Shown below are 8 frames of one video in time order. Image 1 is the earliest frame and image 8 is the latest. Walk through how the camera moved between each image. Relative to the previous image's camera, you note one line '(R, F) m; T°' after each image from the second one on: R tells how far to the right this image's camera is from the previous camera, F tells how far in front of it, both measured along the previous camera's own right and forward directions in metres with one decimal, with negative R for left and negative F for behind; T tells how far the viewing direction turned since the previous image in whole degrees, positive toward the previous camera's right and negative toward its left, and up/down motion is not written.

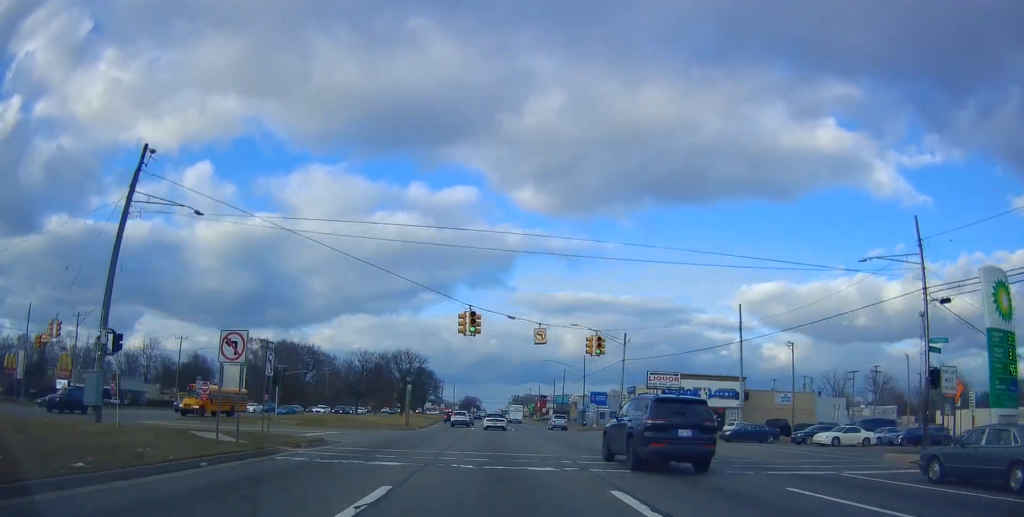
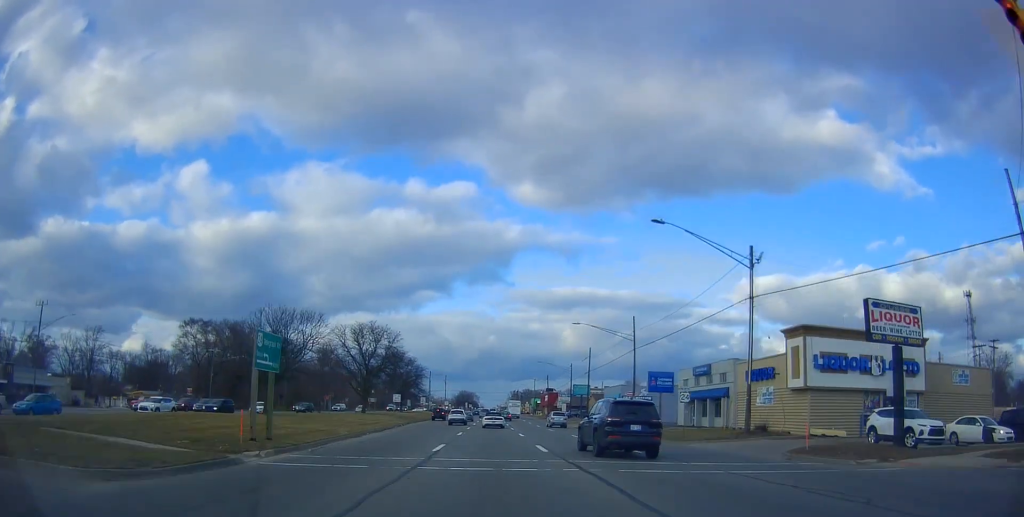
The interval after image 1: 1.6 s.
(0.0, +32.6) m; +1°
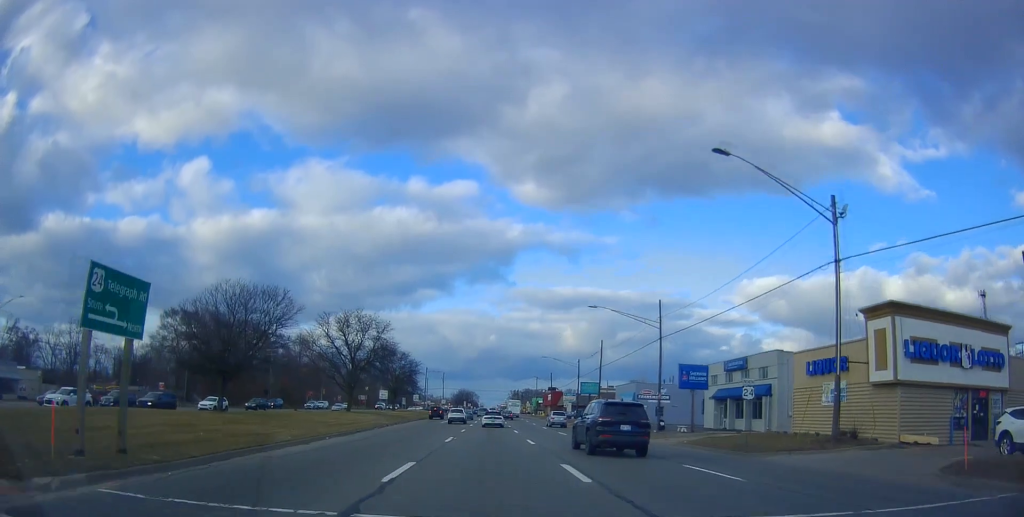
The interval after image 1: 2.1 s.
(0.0, +8.8) m; 0°
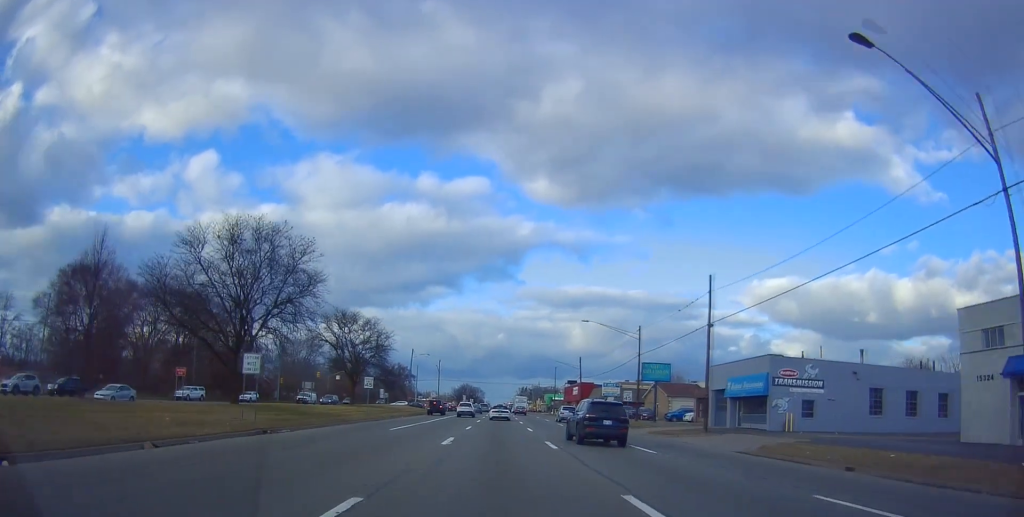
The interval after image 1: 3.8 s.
(-1.3, +36.4) m; -2°
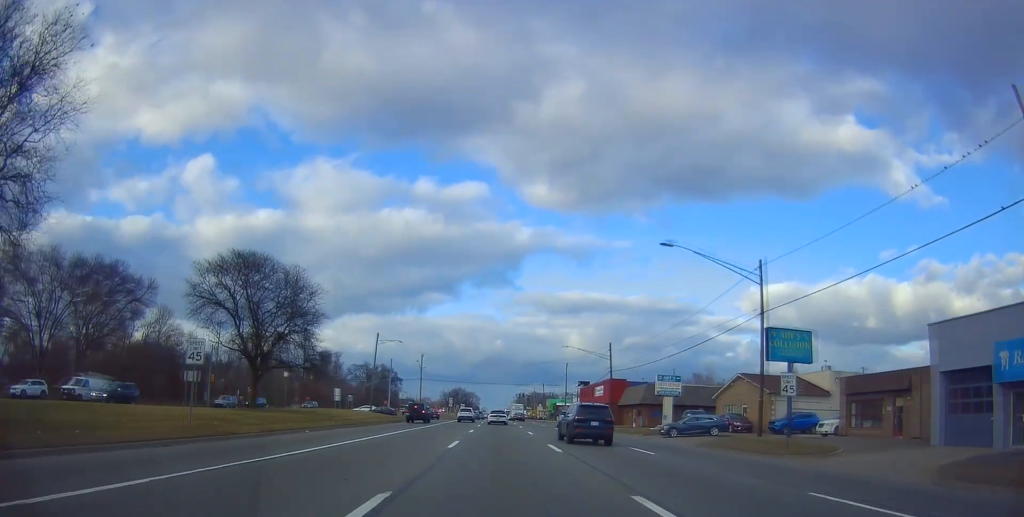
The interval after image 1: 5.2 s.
(+0.5, +29.0) m; 0°
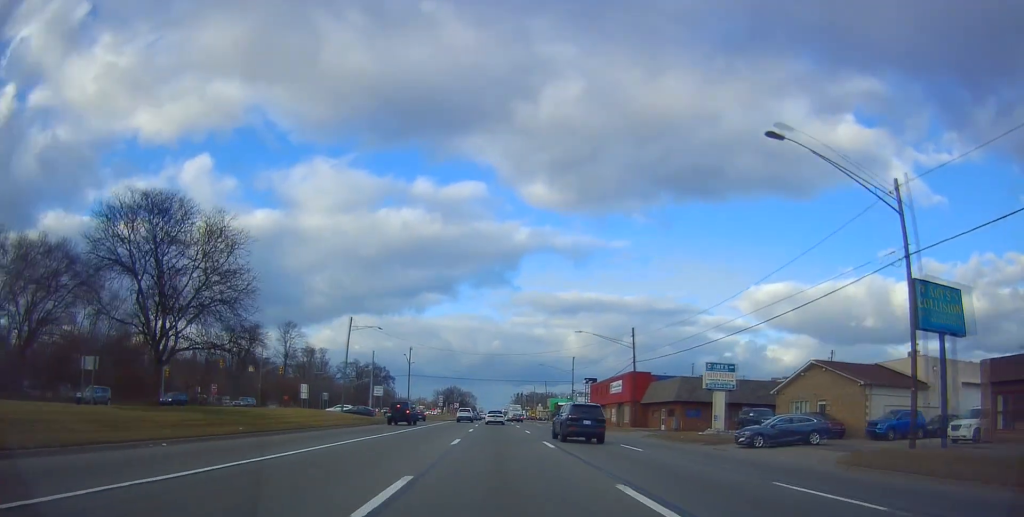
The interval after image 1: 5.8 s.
(-0.5, +13.5) m; 0°
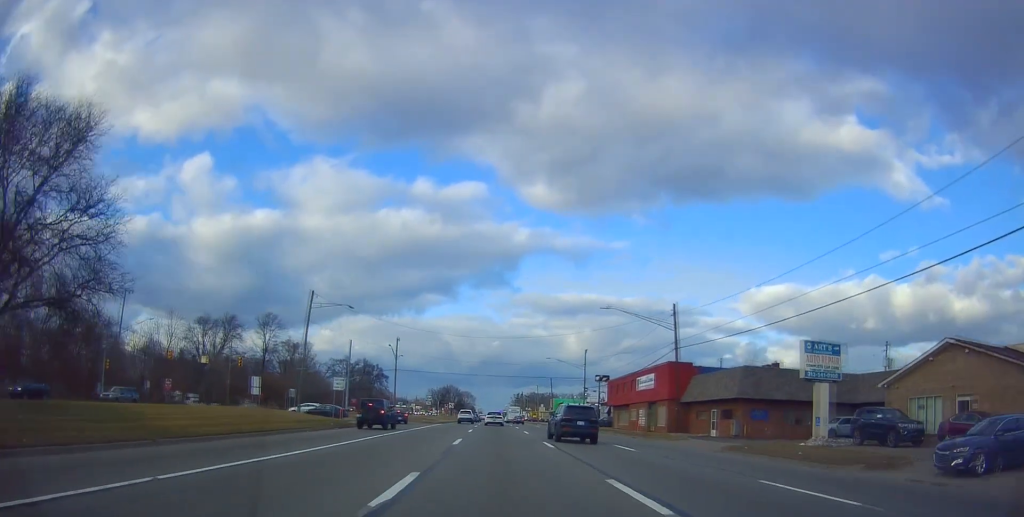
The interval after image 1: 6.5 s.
(+0.5, +14.4) m; +1°
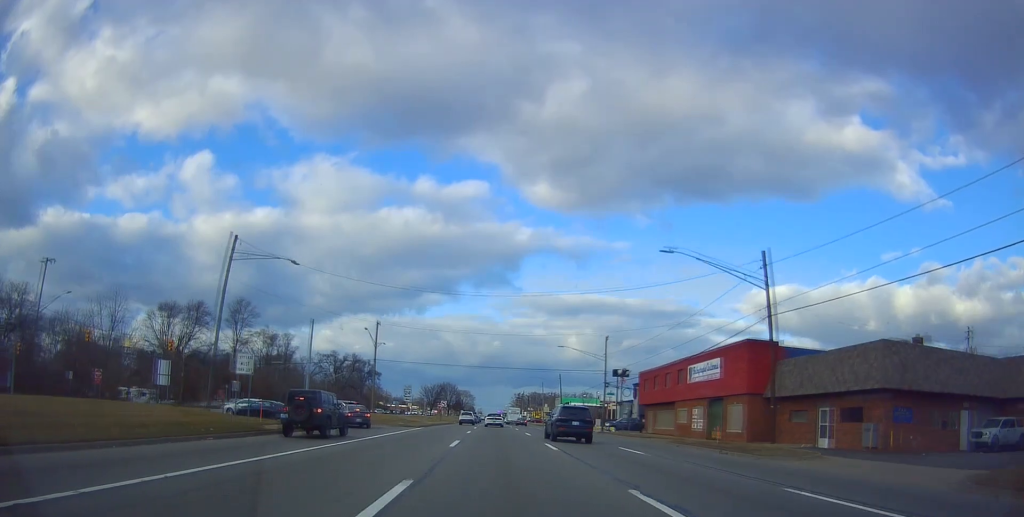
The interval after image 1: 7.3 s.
(+0.1, +16.7) m; 0°
